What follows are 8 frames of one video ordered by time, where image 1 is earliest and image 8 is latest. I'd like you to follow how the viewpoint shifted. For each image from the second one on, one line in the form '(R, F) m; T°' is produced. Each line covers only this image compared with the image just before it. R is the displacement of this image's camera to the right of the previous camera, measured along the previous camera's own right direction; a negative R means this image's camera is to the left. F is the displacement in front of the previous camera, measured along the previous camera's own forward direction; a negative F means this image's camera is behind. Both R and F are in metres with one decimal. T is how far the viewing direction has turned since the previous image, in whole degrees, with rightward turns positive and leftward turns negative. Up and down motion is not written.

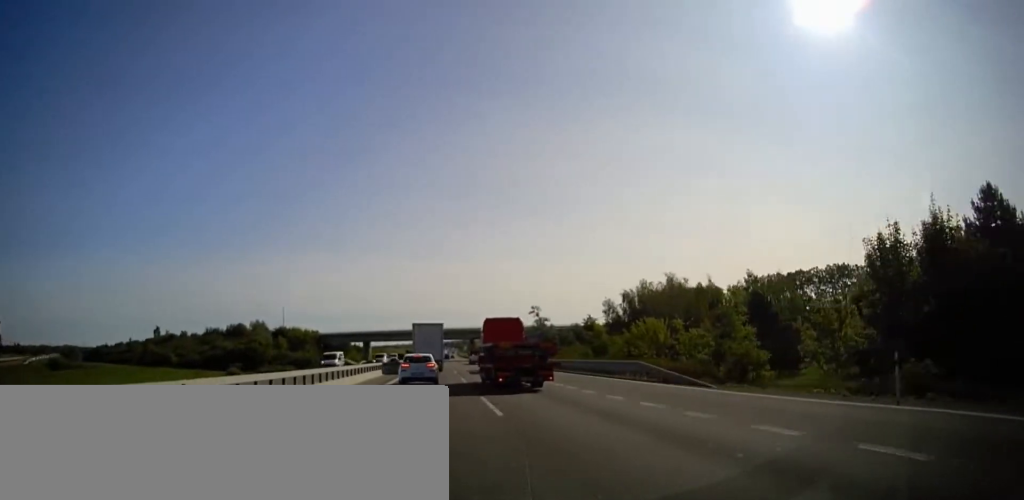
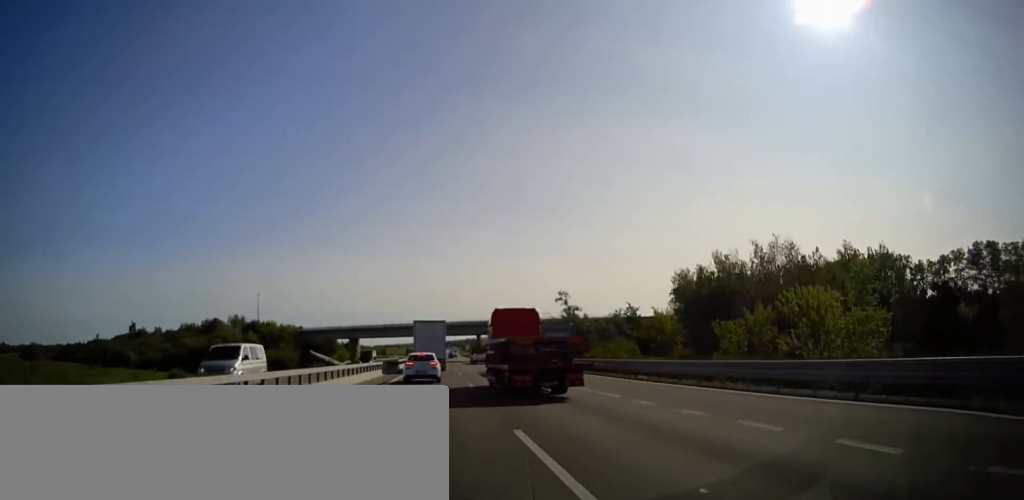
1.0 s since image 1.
(0.0, +25.9) m; 0°
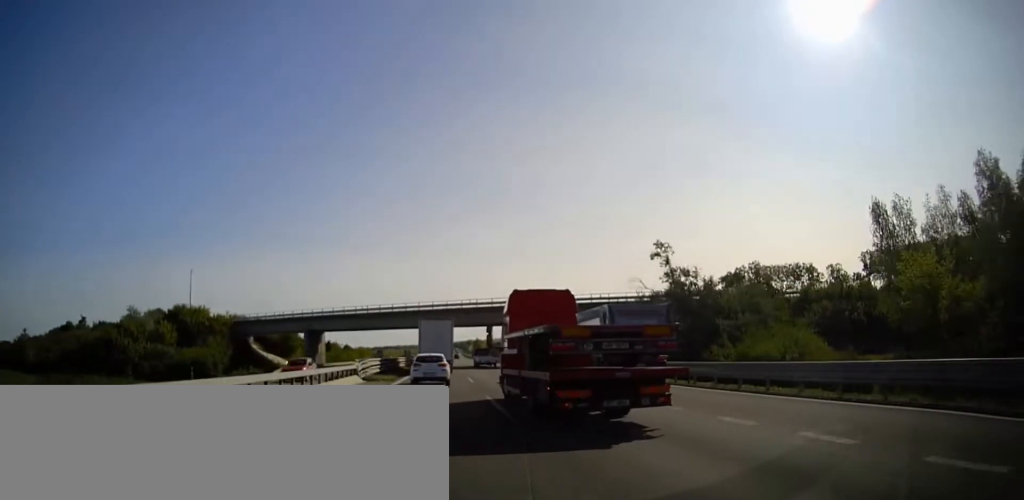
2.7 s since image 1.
(-0.4, +42.9) m; -1°
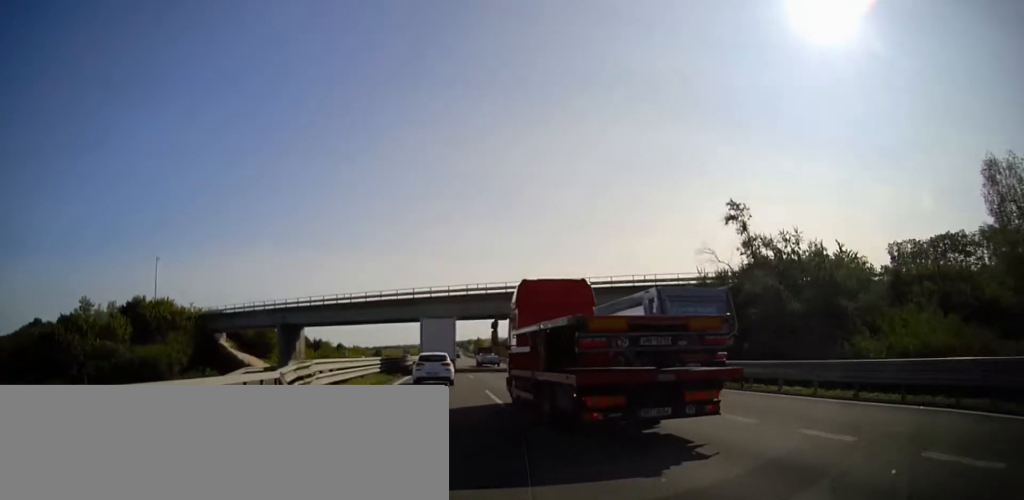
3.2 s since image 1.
(+0.1, +14.6) m; 0°
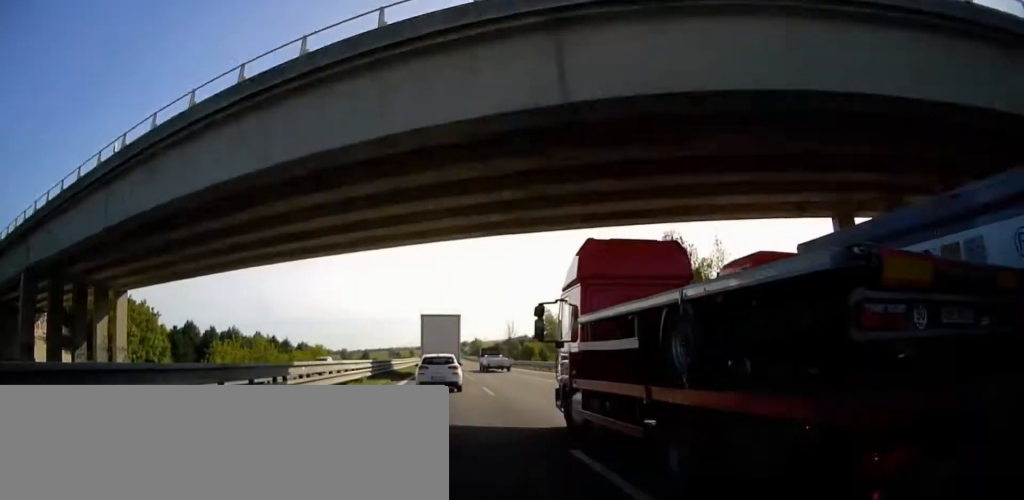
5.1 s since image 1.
(+0.4, +48.3) m; +1°
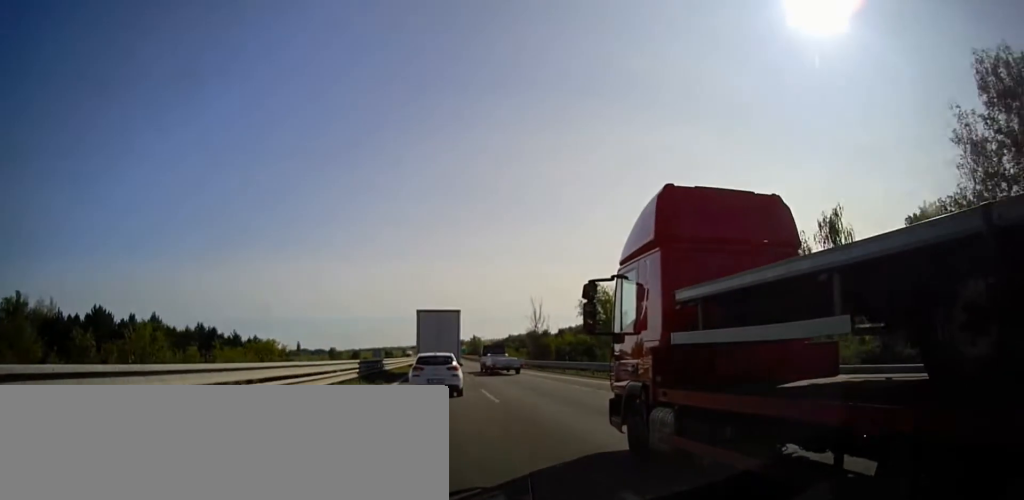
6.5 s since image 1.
(+0.1, +37.0) m; 0°
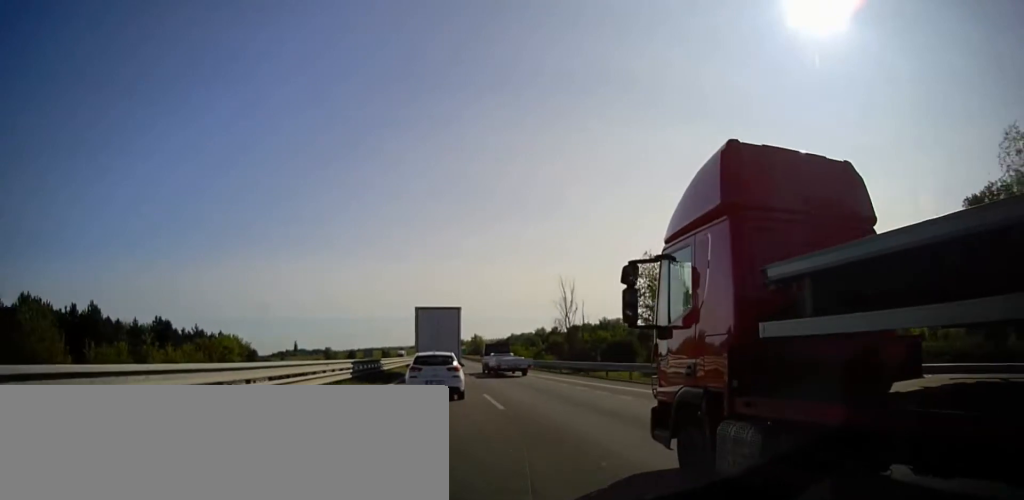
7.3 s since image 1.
(+0.1, +19.5) m; 0°
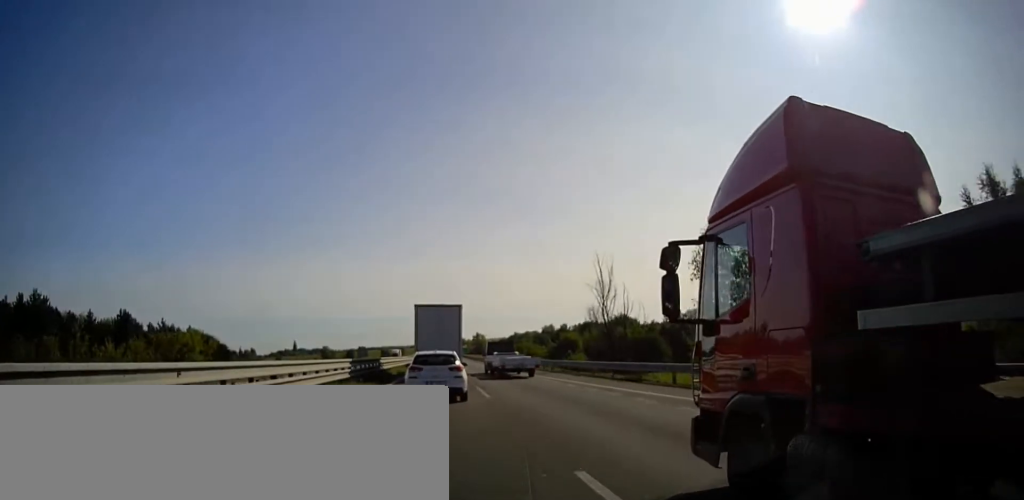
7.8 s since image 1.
(0.0, +13.4) m; 0°
